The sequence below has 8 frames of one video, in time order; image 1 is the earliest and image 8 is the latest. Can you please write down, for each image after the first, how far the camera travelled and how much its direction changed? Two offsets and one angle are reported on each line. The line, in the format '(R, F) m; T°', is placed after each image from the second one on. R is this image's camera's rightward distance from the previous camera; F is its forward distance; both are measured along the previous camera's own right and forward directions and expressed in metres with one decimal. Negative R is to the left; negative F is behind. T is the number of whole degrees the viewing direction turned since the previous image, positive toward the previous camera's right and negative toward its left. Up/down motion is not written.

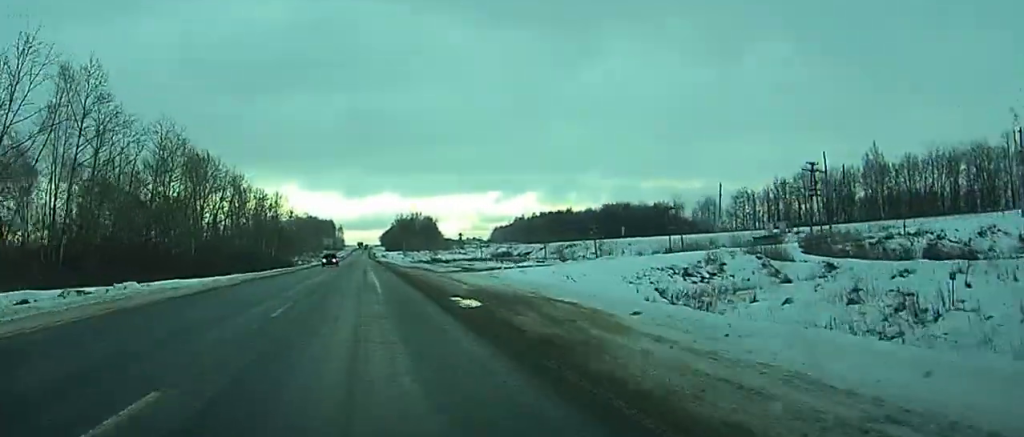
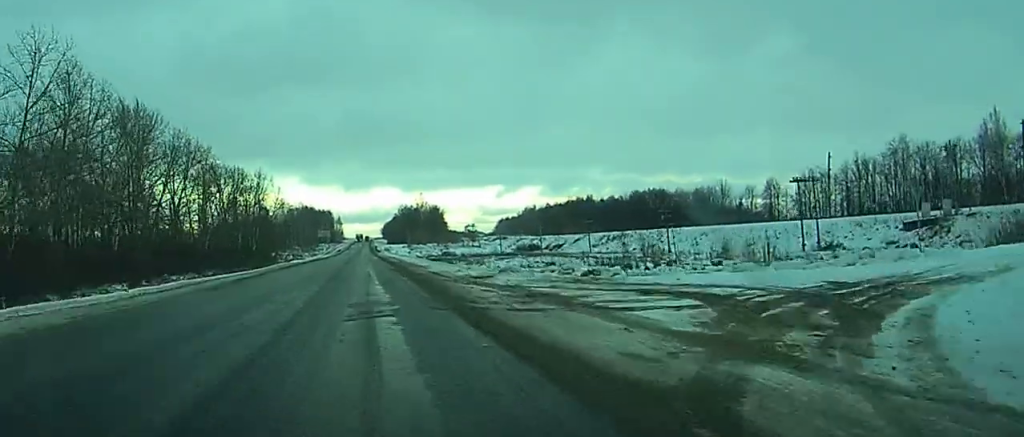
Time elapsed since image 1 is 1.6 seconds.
(0.0, +42.2) m; 0°
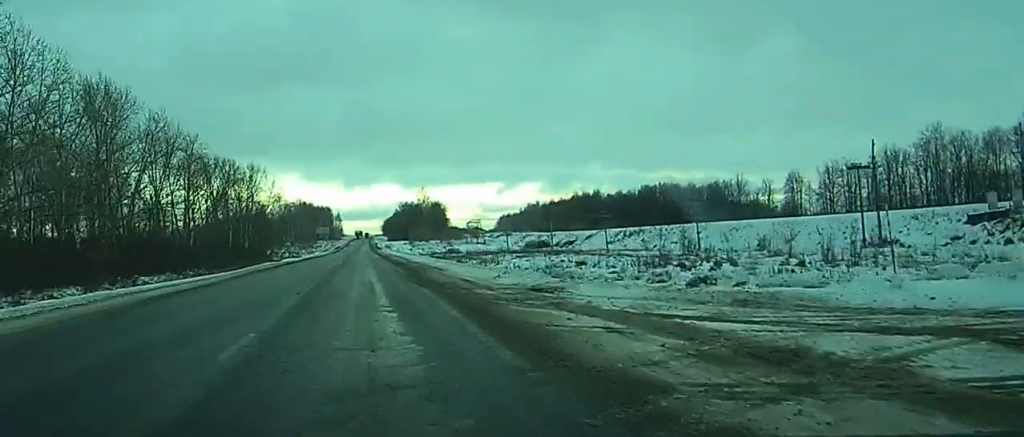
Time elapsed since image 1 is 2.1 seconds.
(0.0, +12.5) m; 0°
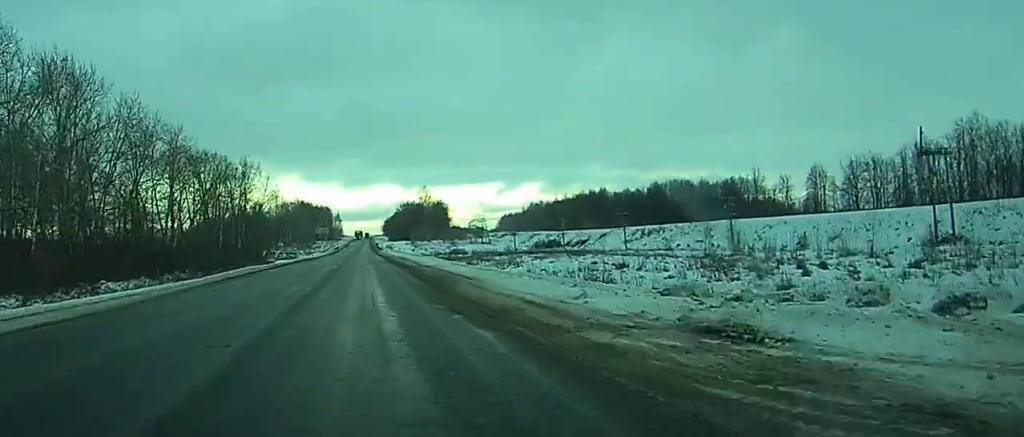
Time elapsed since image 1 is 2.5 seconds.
(0.0, +11.6) m; 0°
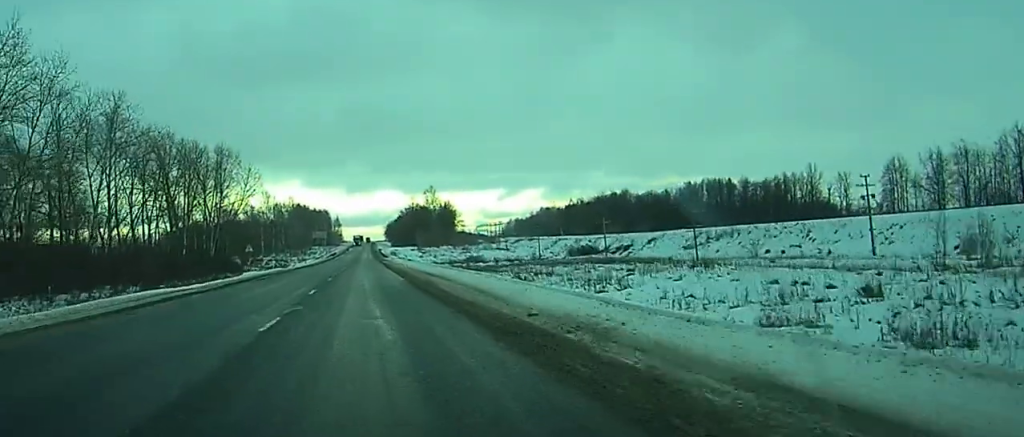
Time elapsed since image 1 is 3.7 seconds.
(0.0, +32.4) m; 0°
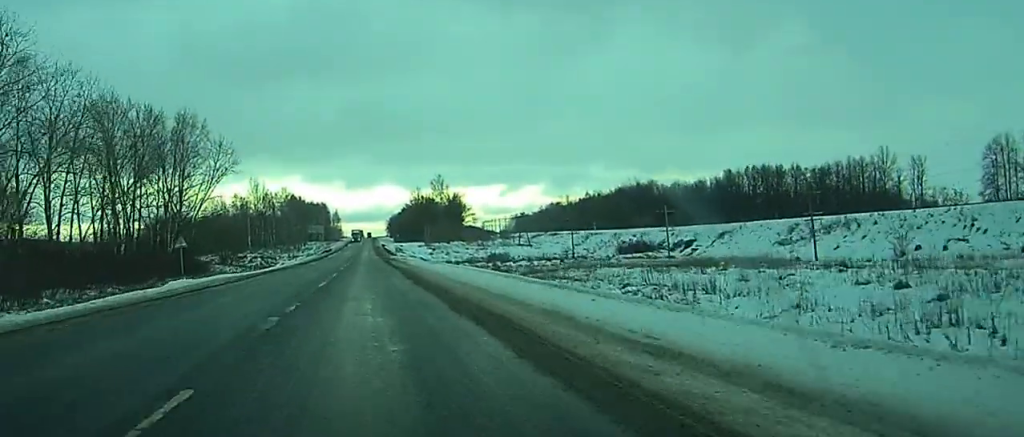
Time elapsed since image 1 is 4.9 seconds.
(-0.1, +32.6) m; 0°
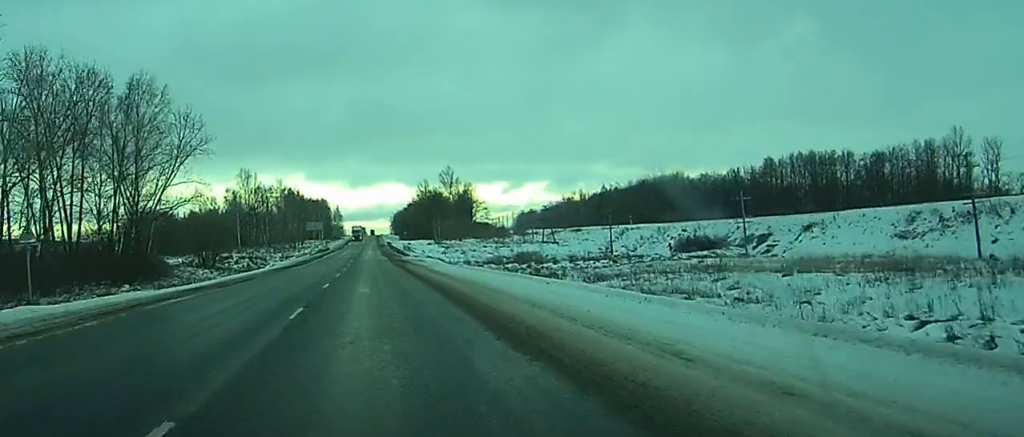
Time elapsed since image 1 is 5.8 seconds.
(0.0, +25.4) m; 0°
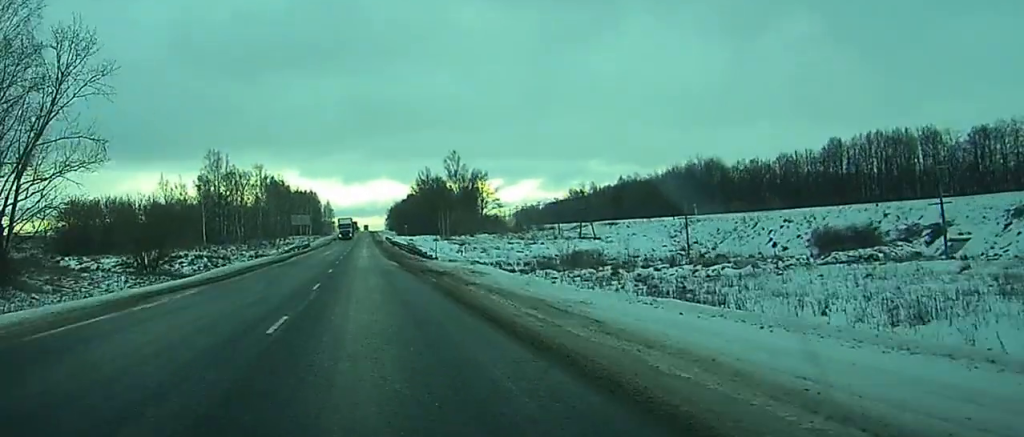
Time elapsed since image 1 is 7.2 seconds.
(+0.1, +38.3) m; 0°
